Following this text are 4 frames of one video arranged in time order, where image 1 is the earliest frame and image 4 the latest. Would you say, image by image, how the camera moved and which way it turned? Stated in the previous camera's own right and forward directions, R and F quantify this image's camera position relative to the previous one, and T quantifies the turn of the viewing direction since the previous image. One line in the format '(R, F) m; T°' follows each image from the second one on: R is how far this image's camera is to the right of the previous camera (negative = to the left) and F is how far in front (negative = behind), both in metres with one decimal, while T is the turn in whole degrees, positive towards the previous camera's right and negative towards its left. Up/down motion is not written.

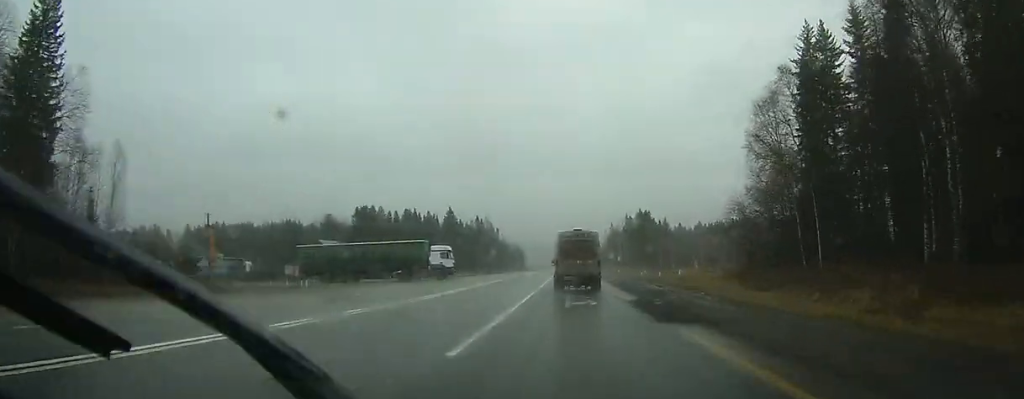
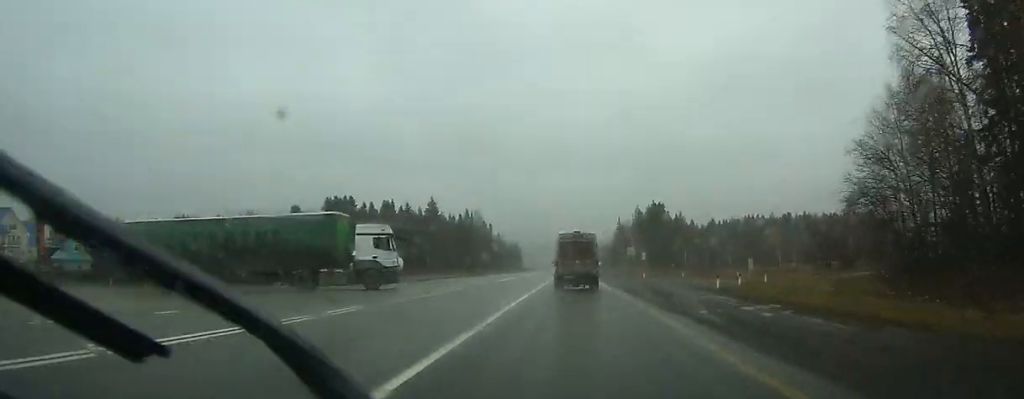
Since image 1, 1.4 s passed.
(-0.1, +29.4) m; 0°
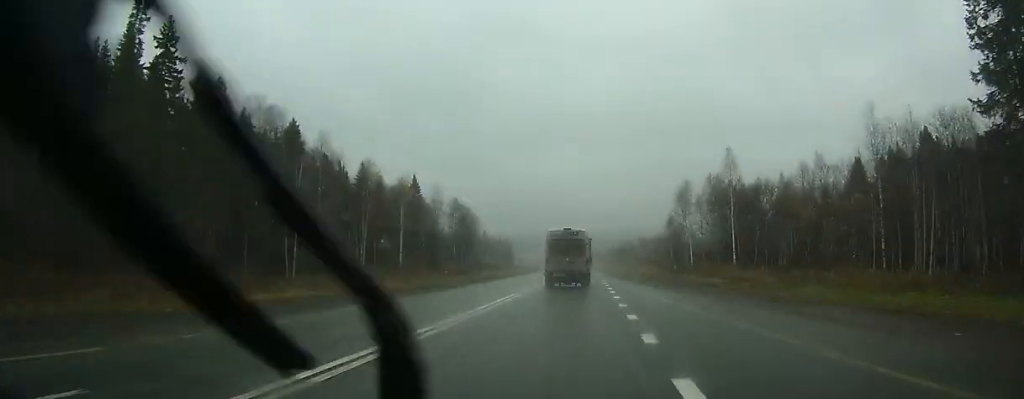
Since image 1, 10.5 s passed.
(-2.0, +221.0) m; -2°
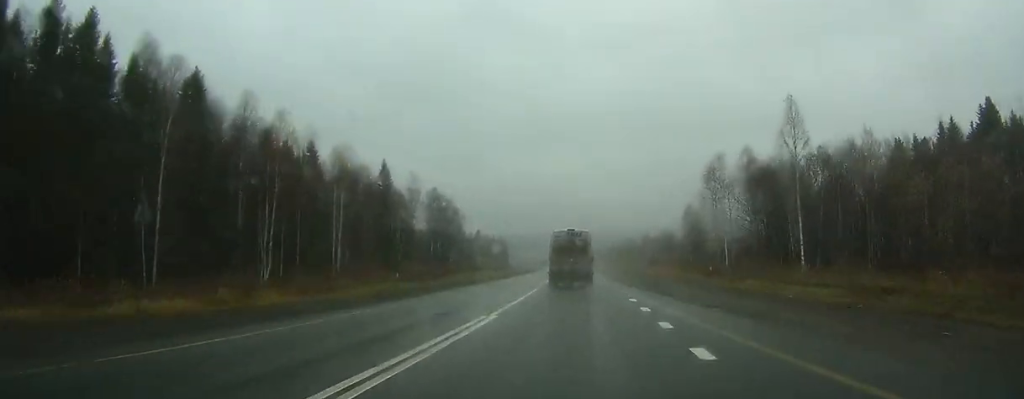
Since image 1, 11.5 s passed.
(0.0, +22.3) m; 0°
